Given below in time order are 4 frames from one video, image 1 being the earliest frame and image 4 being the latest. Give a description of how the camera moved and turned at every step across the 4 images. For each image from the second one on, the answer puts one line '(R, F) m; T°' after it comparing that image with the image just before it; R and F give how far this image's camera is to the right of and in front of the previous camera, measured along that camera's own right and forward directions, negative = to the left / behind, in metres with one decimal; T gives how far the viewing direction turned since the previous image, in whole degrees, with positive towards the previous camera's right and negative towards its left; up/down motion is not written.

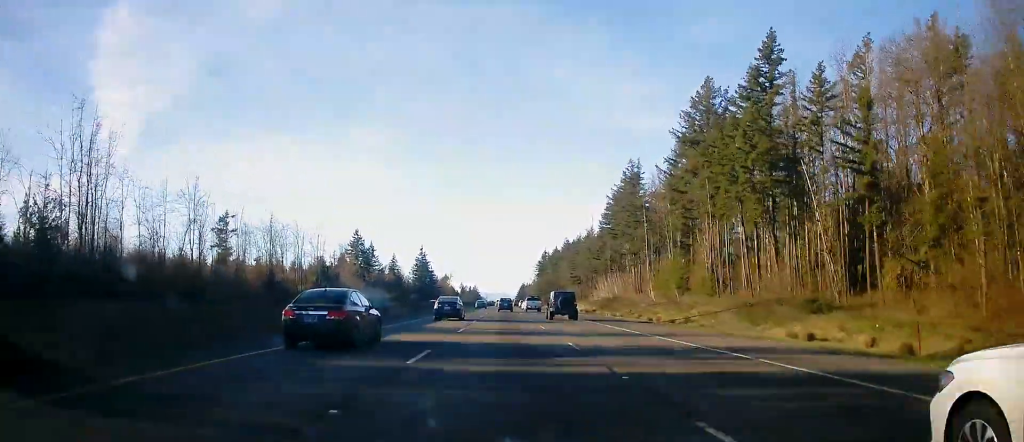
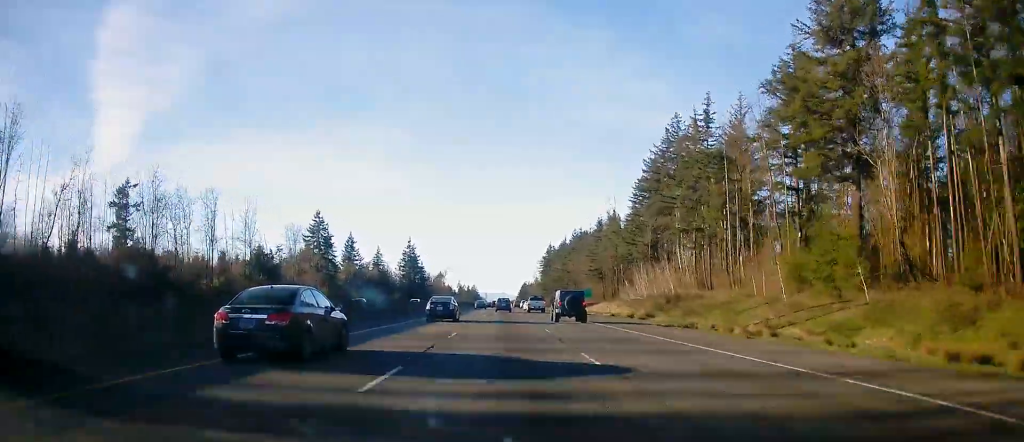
(0.0, +39.6) m; -1°
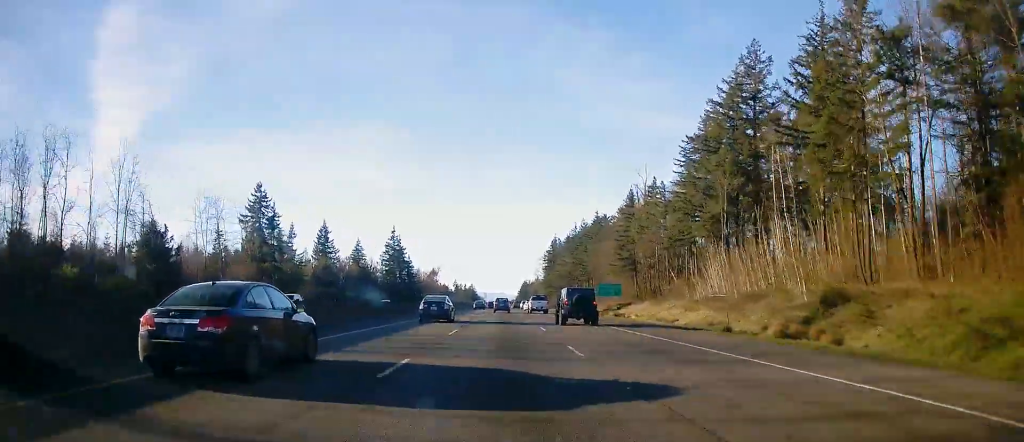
(-0.3, +36.2) m; 0°
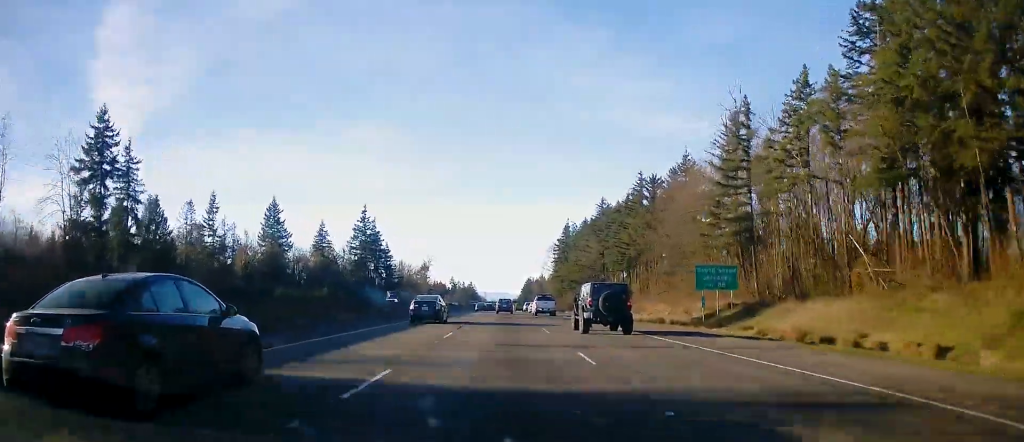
(0.0, +50.1) m; 0°
